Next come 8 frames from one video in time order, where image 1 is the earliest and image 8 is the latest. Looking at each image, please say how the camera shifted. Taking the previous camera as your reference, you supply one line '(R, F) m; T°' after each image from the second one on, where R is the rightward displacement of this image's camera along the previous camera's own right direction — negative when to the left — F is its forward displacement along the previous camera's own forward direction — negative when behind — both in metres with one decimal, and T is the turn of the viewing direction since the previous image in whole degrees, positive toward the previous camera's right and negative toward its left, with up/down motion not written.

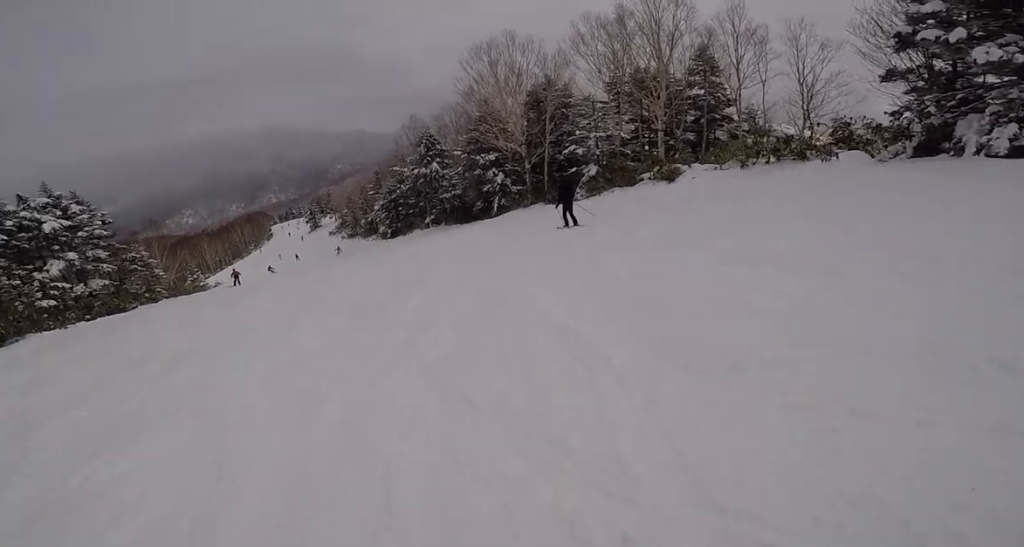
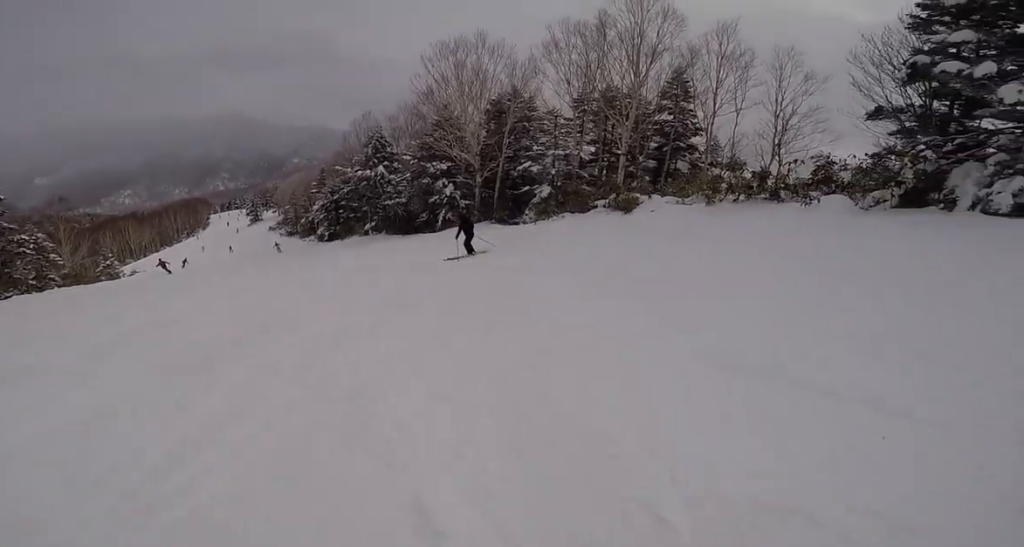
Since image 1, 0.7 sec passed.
(+0.7, +2.7) m; +13°
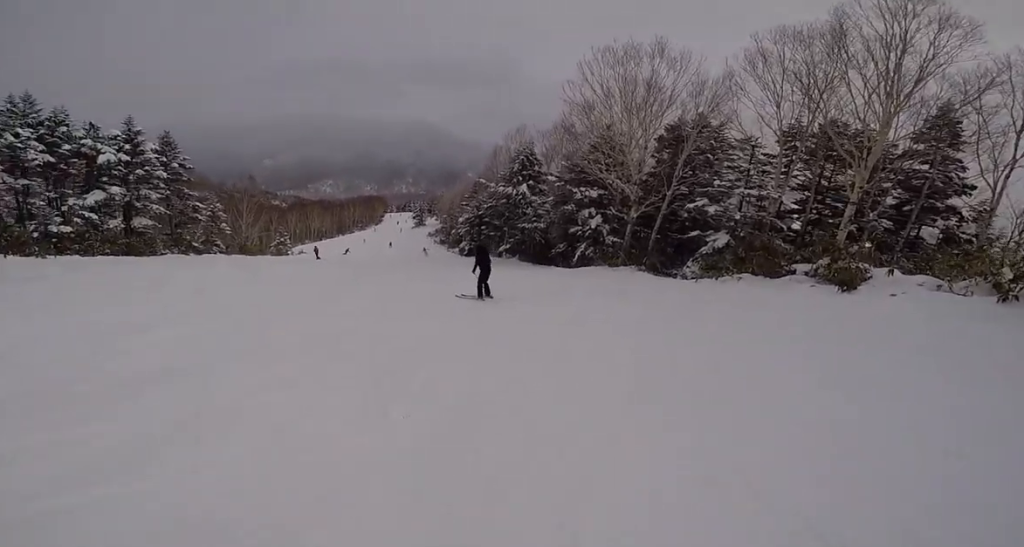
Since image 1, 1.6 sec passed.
(0.0, +3.9) m; -9°
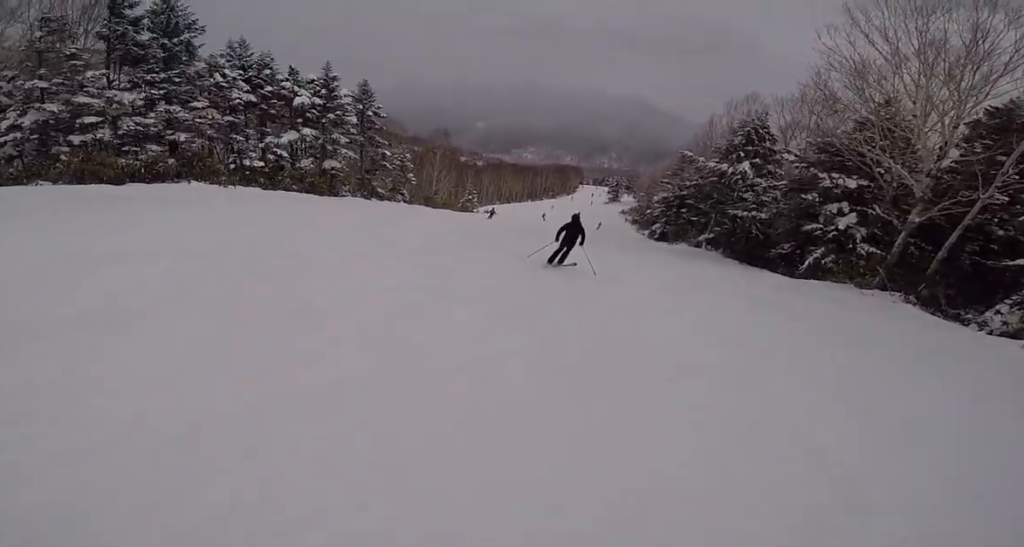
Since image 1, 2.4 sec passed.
(-0.4, +3.0) m; -40°
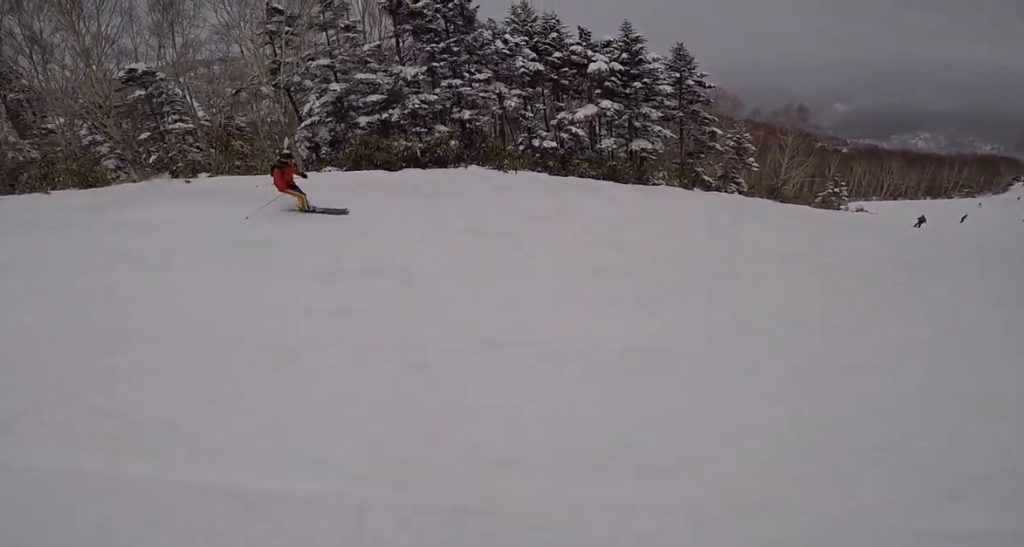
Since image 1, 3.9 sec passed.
(-3.3, +4.9) m; -31°
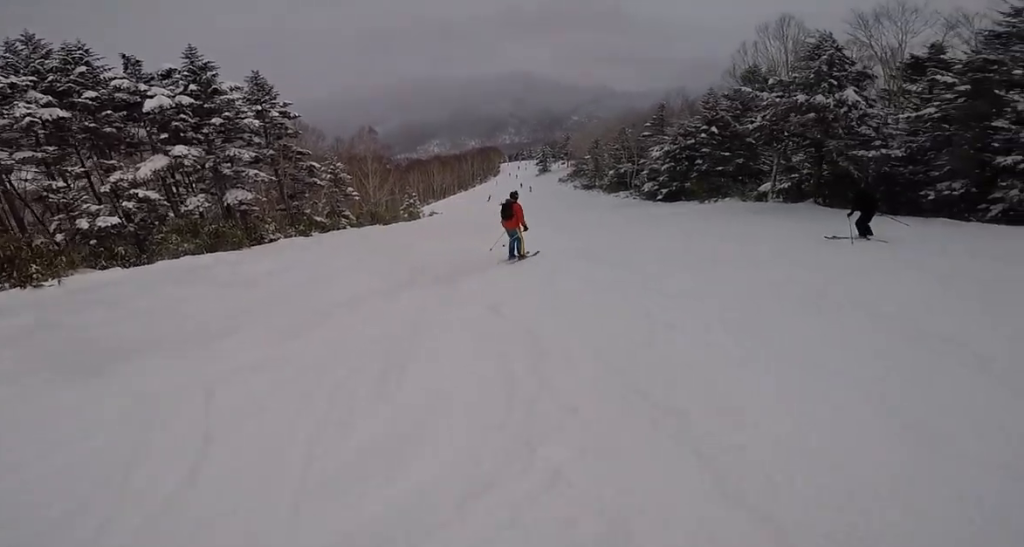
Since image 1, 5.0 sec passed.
(+1.0, +3.8) m; +45°
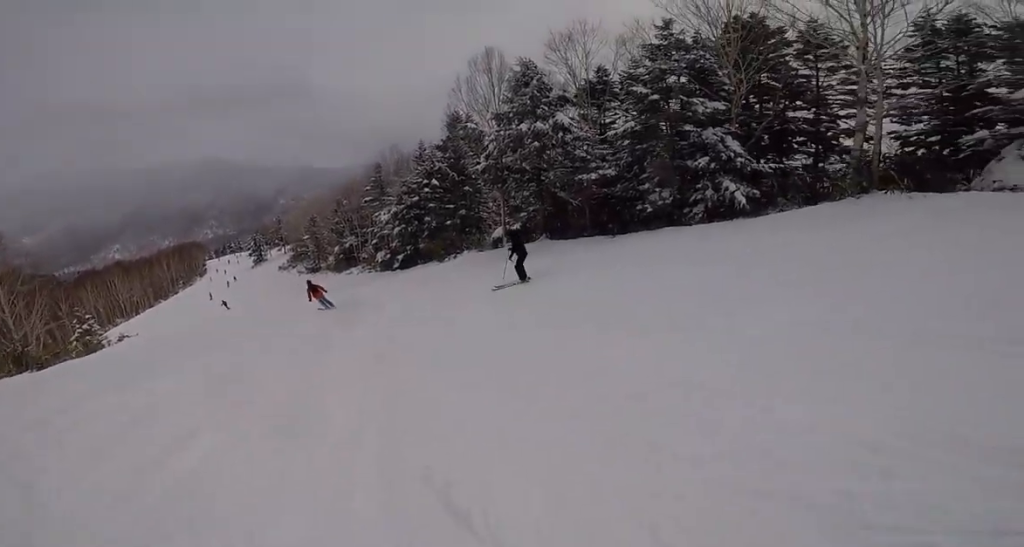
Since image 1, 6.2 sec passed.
(+2.1, +4.6) m; +30°
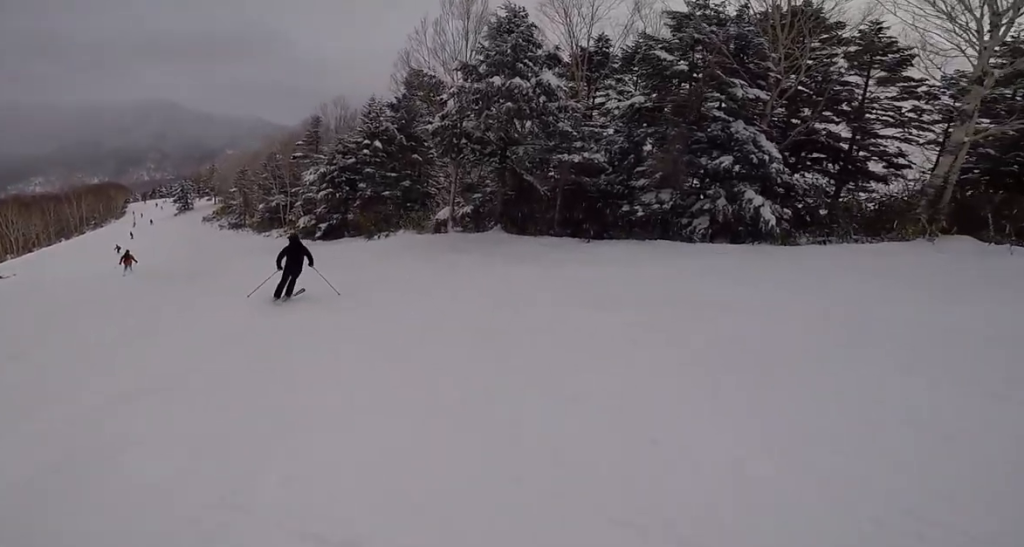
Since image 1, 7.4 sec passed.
(+0.4, +4.8) m; -11°
